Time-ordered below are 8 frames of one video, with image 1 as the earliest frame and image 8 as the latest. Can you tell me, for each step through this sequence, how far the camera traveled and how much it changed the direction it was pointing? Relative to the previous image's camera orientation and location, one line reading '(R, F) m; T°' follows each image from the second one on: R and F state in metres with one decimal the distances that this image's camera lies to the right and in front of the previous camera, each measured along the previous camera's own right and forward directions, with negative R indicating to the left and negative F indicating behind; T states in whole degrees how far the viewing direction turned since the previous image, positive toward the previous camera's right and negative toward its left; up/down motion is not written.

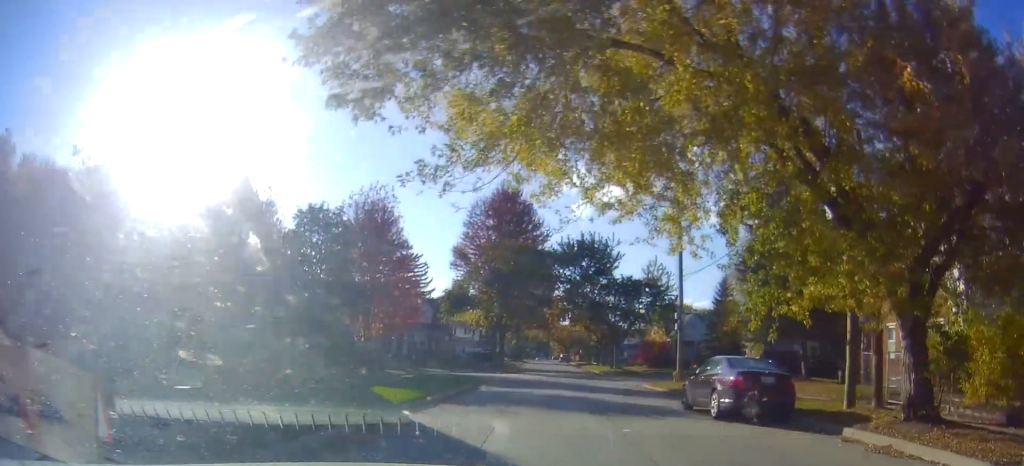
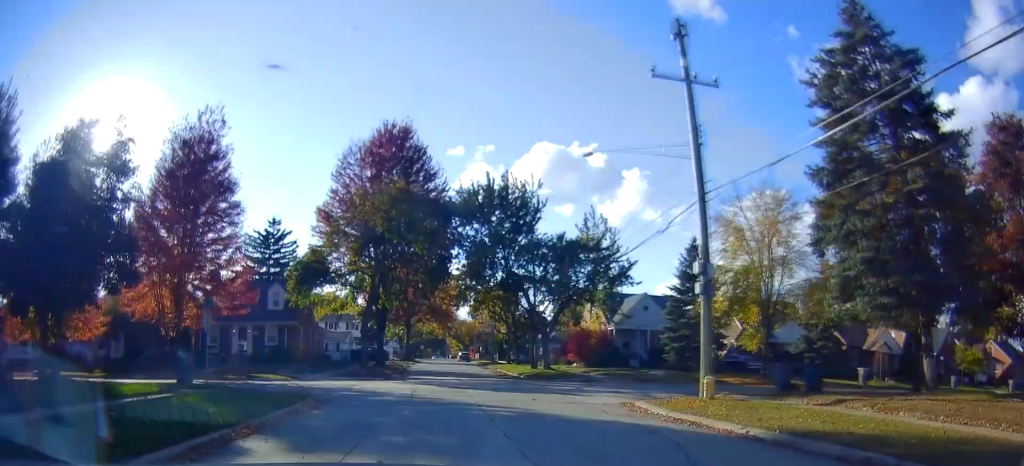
(+2.4, +16.8) m; +16°
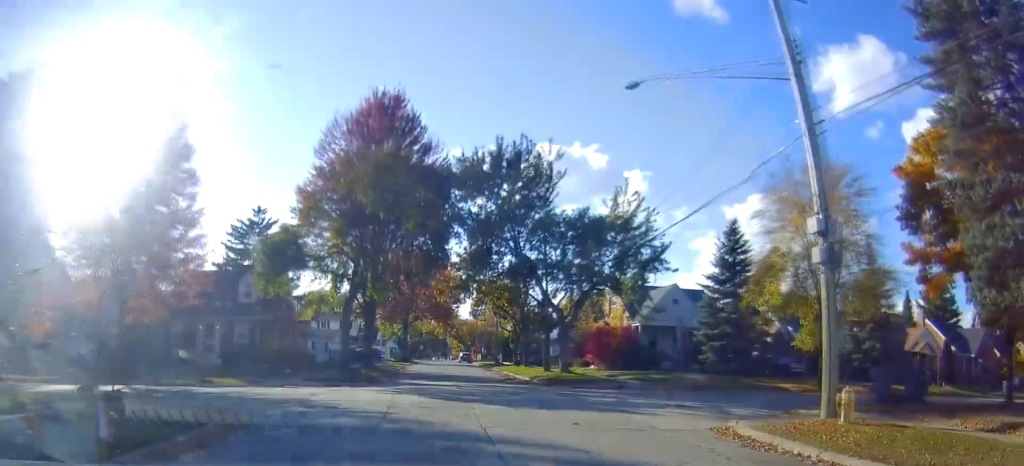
(+0.6, +6.4) m; +3°
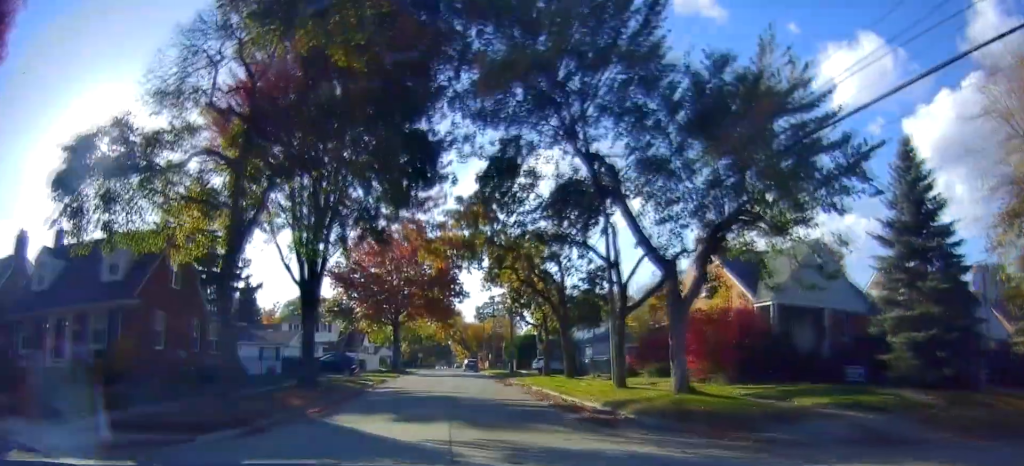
(-0.2, +17.5) m; -2°
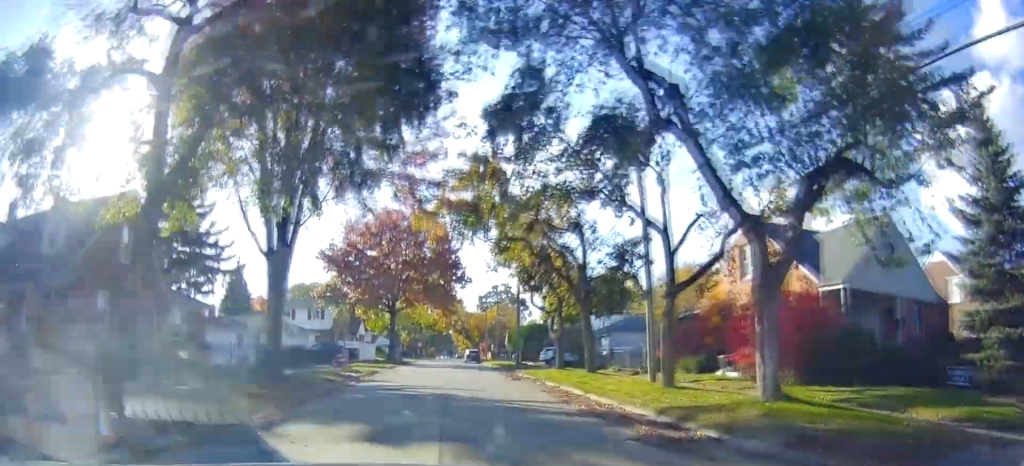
(0.0, +4.8) m; 0°
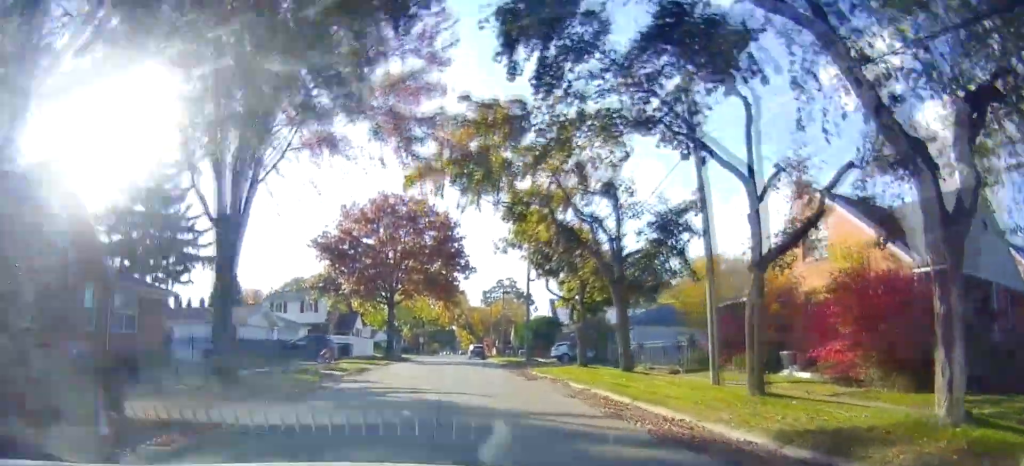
(0.0, +5.0) m; 0°
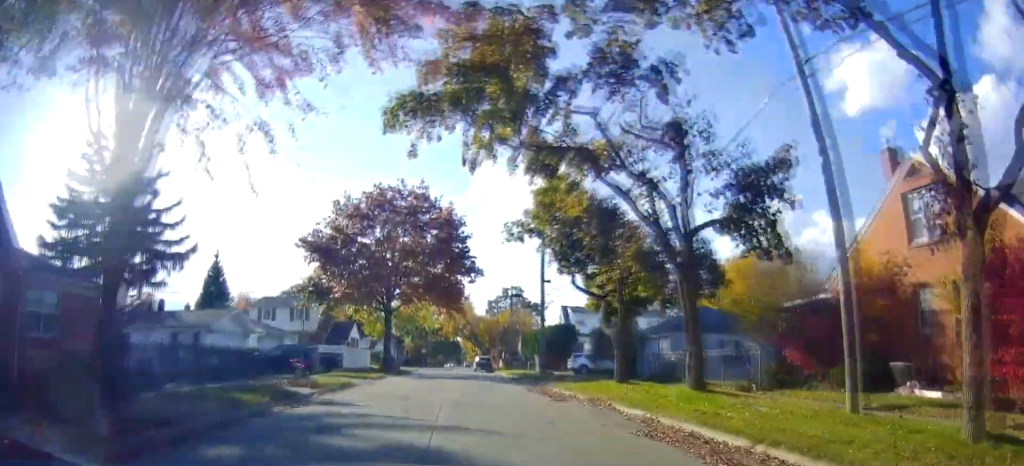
(0.0, +5.7) m; 0°
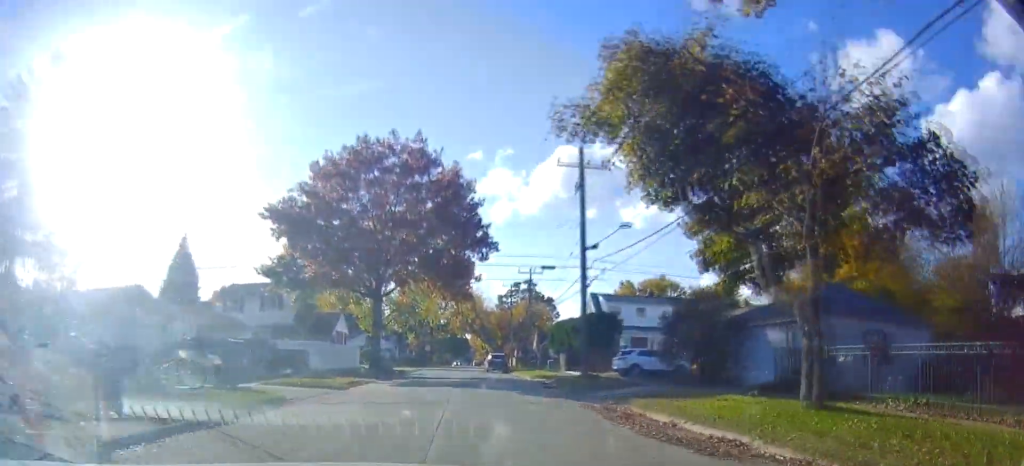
(0.0, +11.6) m; 0°
